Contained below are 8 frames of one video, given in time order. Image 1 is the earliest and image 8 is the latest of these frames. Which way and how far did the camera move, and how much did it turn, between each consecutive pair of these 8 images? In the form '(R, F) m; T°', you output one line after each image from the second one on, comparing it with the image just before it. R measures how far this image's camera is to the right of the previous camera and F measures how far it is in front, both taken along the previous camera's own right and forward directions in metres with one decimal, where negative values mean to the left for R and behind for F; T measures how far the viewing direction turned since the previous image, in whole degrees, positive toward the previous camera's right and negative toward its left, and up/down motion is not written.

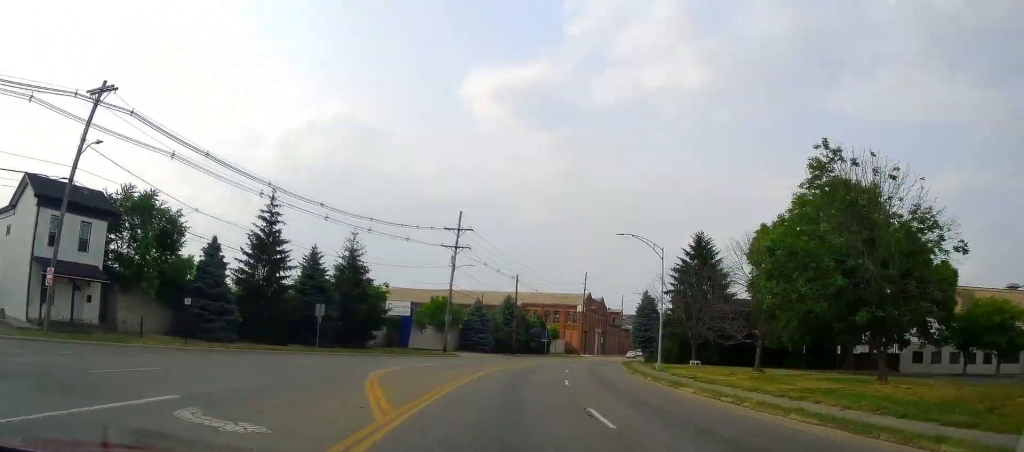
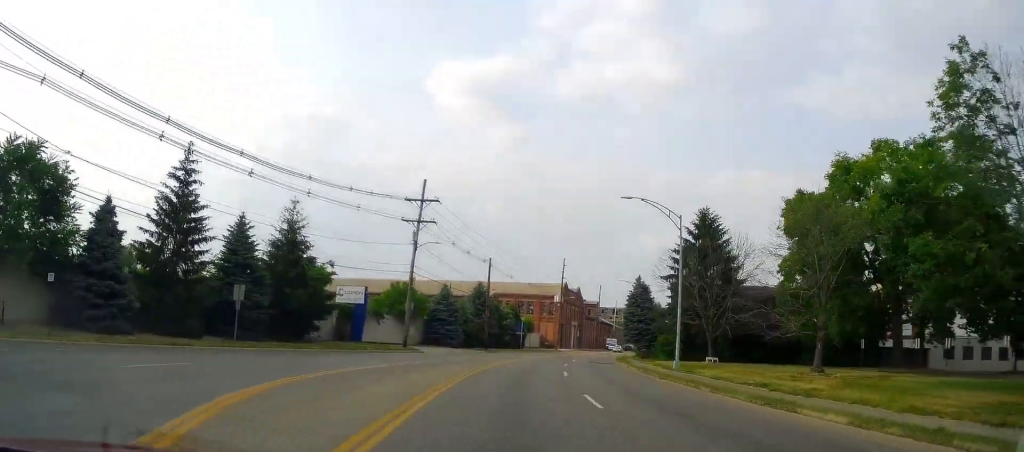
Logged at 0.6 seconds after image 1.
(+0.2, +10.4) m; +3°
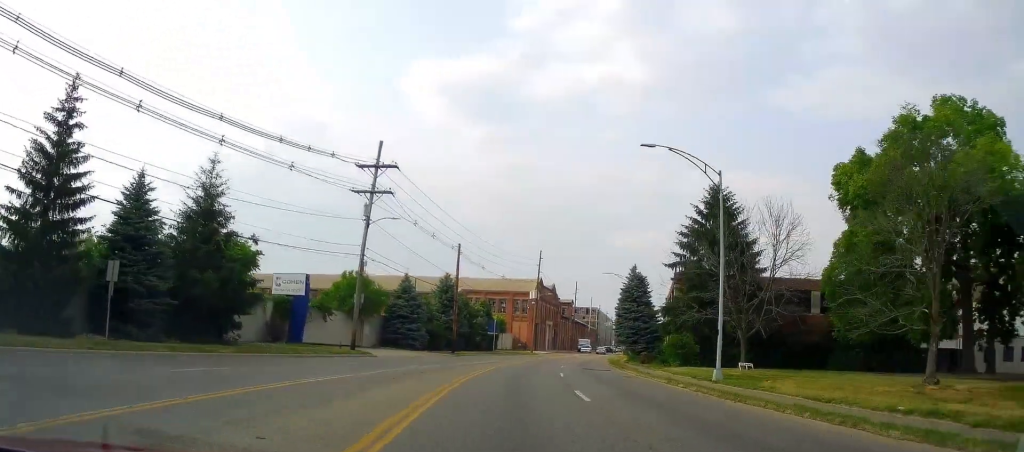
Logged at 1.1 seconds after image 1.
(+0.4, +10.1) m; +3°
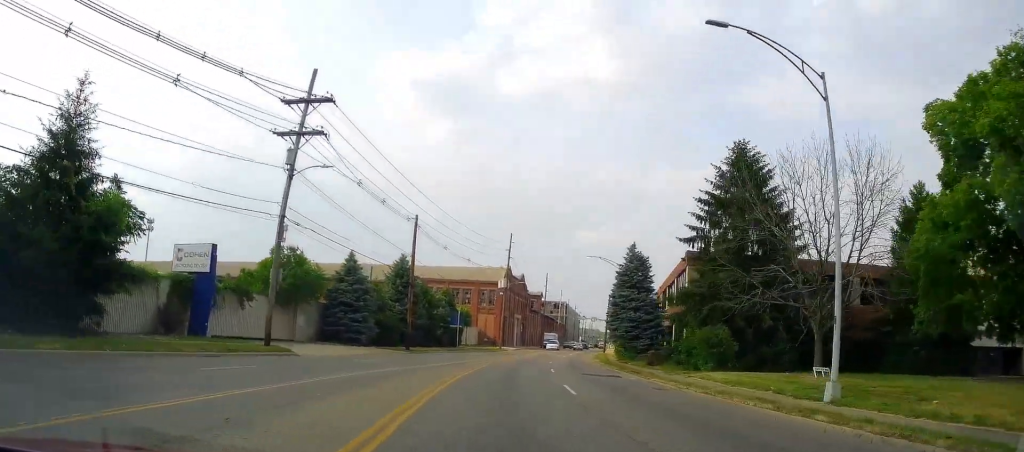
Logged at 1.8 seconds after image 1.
(+0.2, +11.1) m; +4°
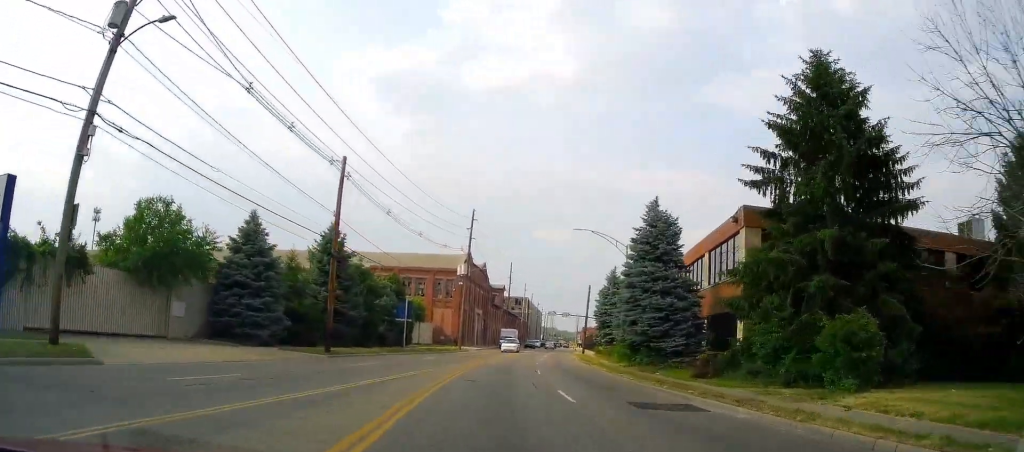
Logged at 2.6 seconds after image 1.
(+0.5, +14.3) m; +5°
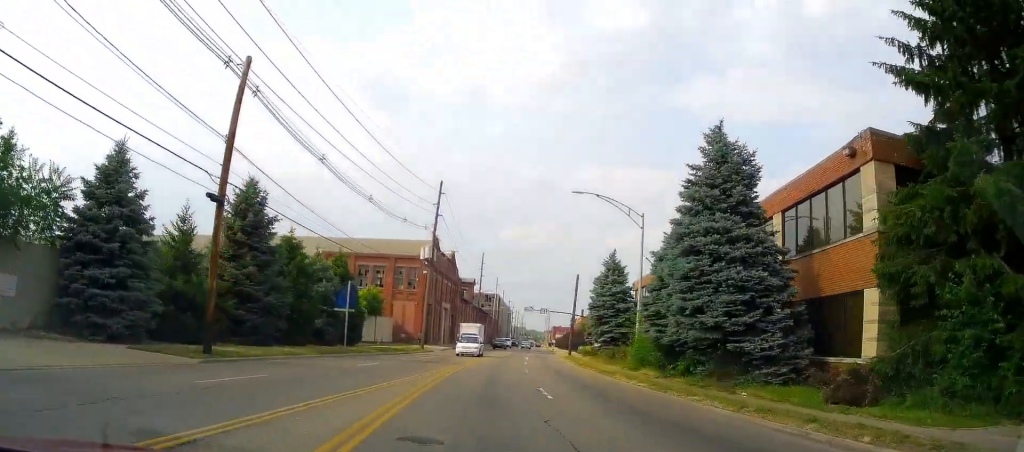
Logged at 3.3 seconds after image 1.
(+0.7, +11.8) m; +3°
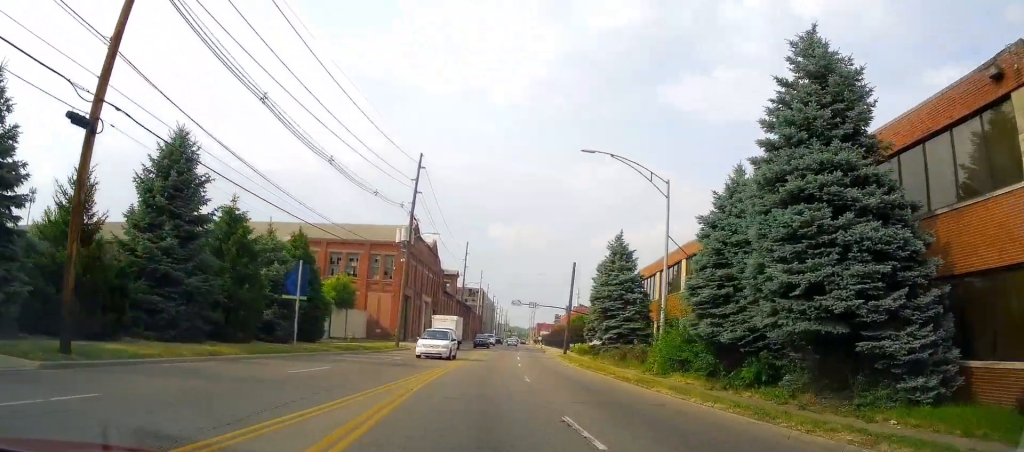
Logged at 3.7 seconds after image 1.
(+0.1, +7.3) m; +1°
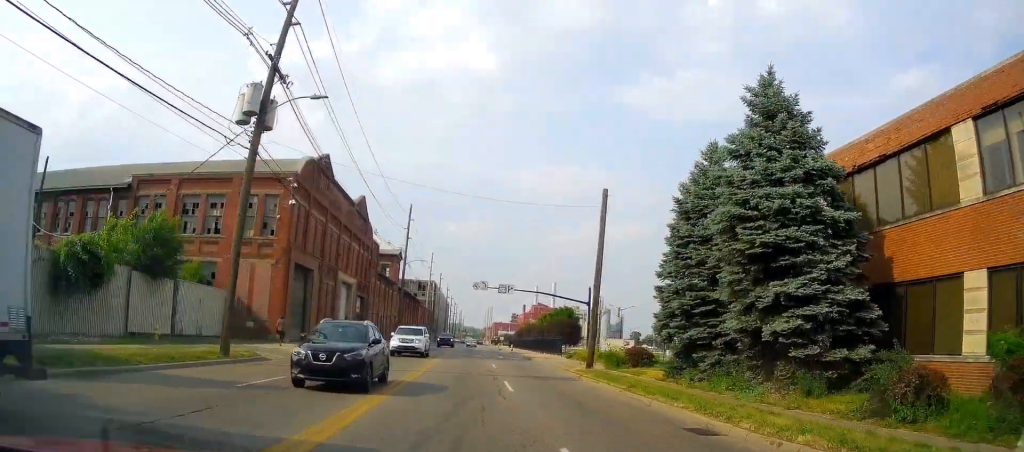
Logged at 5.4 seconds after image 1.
(+1.2, +27.4) m; +6°
